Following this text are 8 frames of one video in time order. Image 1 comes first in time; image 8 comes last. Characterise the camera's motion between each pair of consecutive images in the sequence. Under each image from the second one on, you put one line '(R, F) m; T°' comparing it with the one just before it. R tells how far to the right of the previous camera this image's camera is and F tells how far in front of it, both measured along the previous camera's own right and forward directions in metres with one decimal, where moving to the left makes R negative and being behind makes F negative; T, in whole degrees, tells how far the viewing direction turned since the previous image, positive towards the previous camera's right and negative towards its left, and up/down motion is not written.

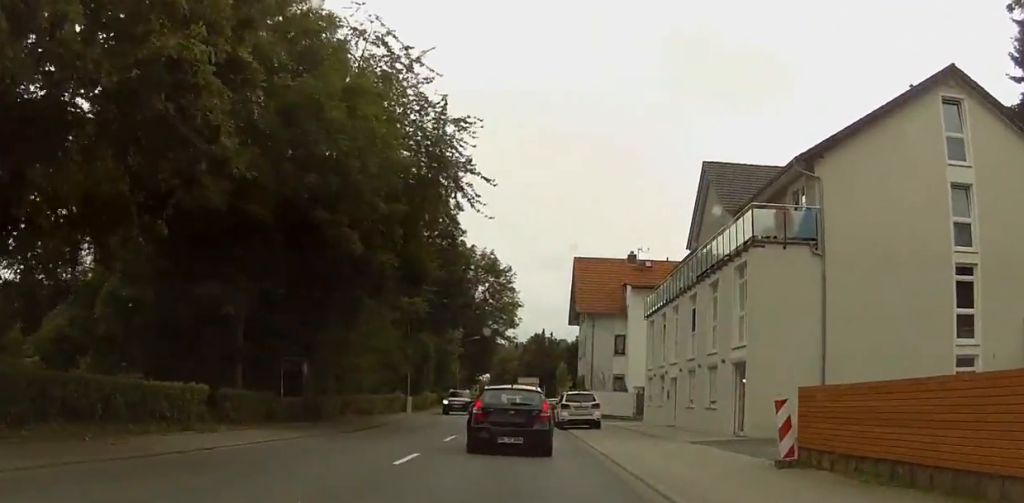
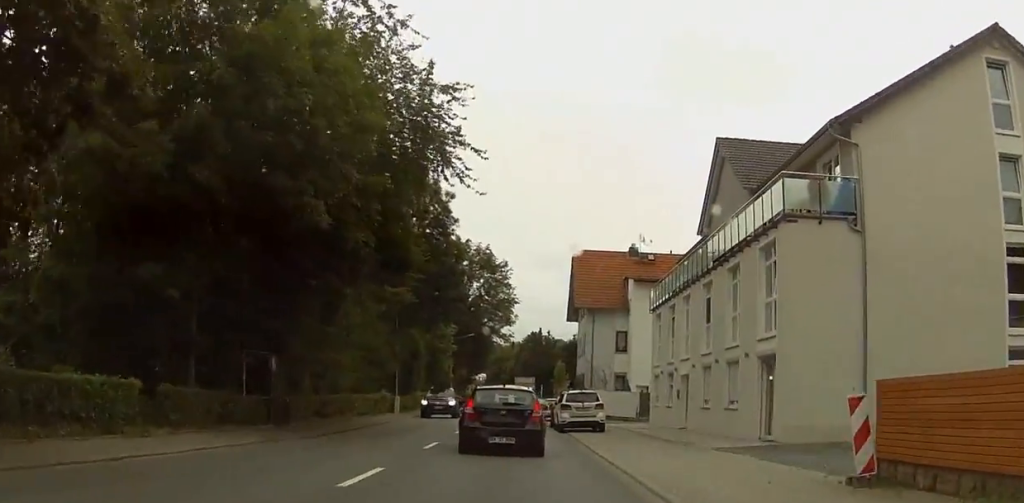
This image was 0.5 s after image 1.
(0.0, +4.0) m; 0°
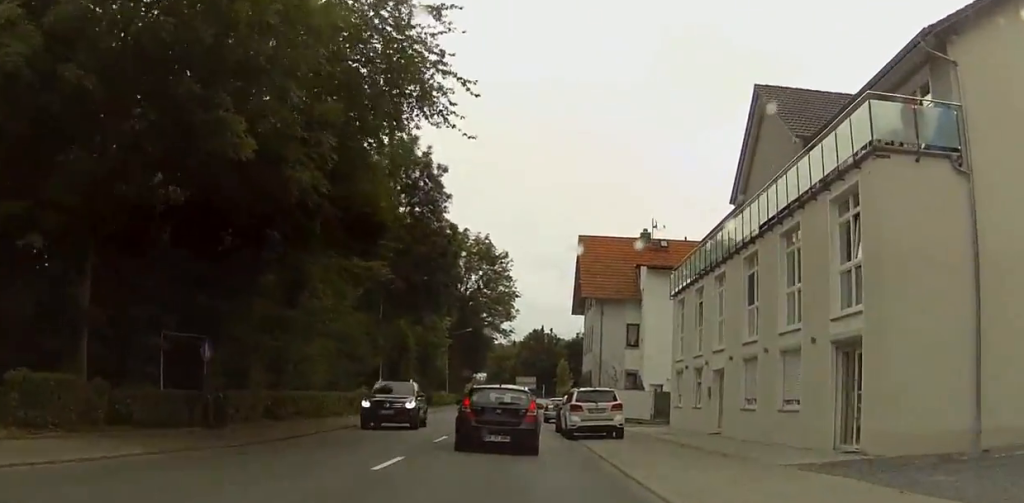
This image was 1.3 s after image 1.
(0.0, +6.8) m; 0°
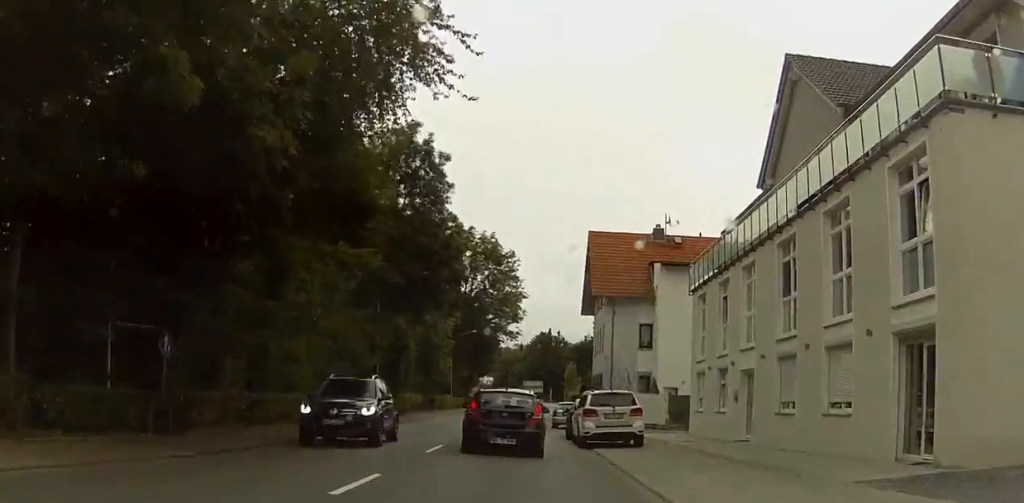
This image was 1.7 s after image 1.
(0.0, +3.4) m; 0°
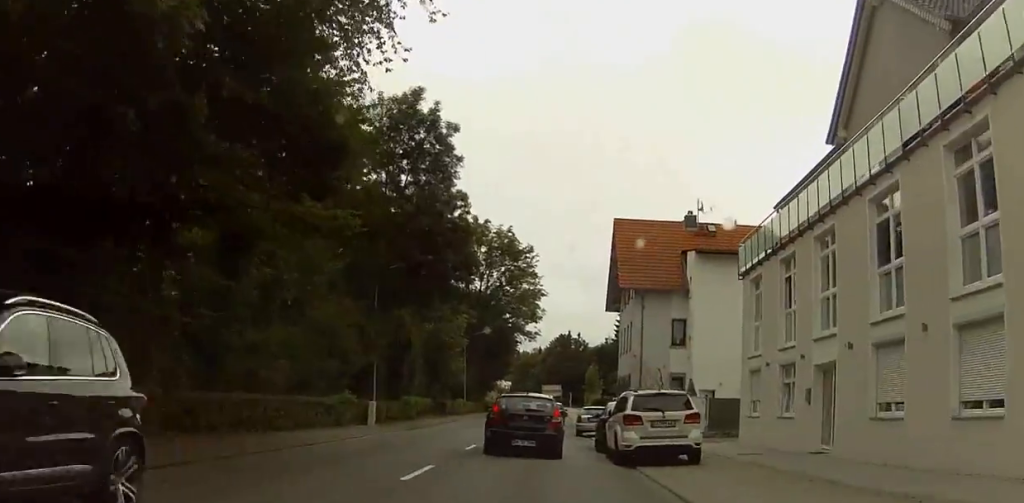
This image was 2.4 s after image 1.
(0.0, +6.1) m; 0°
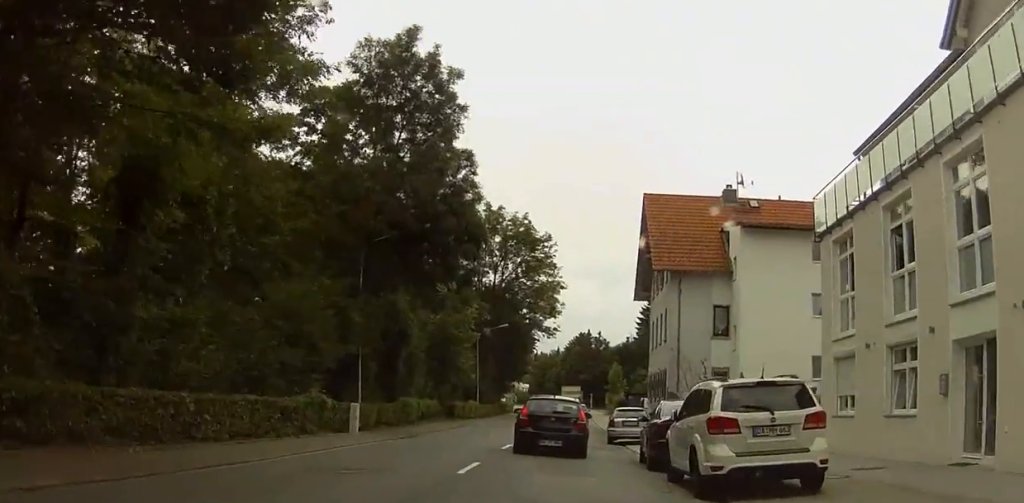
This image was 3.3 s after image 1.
(0.0, +7.3) m; -1°
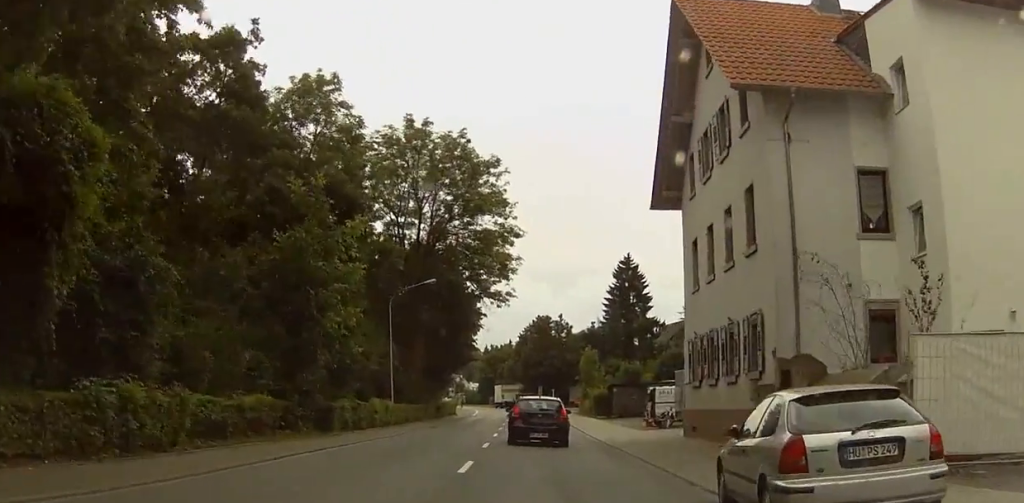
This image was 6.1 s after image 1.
(-0.1, +25.1) m; +4°
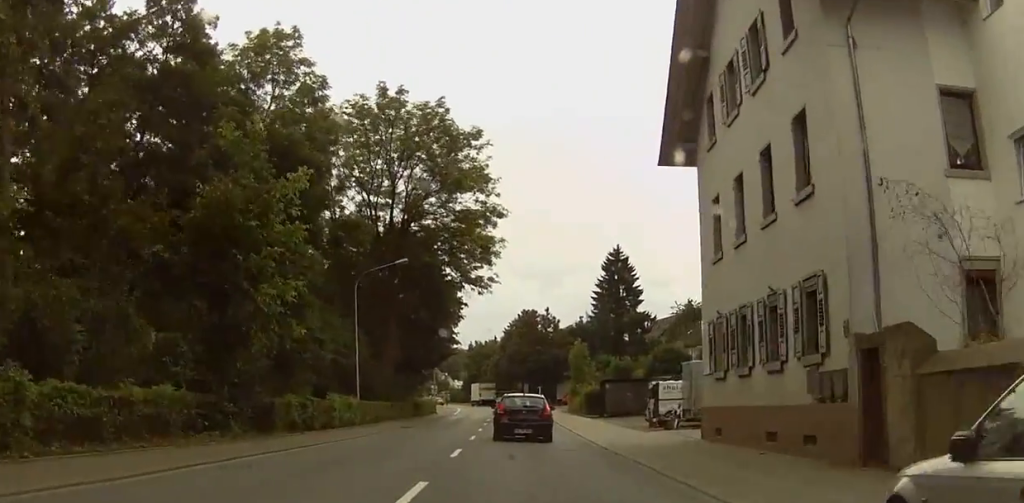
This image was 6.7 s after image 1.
(+0.2, +5.5) m; 0°
